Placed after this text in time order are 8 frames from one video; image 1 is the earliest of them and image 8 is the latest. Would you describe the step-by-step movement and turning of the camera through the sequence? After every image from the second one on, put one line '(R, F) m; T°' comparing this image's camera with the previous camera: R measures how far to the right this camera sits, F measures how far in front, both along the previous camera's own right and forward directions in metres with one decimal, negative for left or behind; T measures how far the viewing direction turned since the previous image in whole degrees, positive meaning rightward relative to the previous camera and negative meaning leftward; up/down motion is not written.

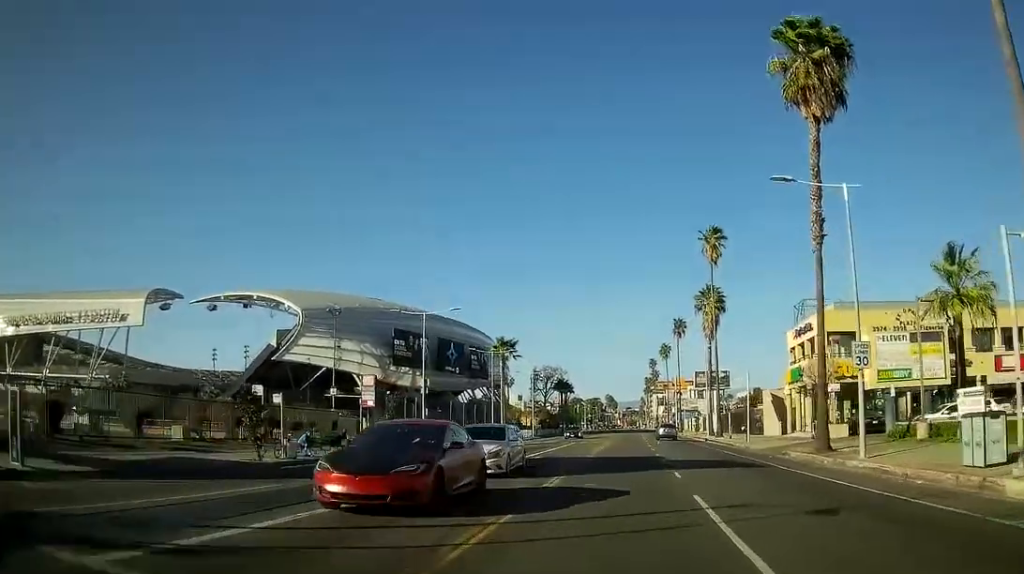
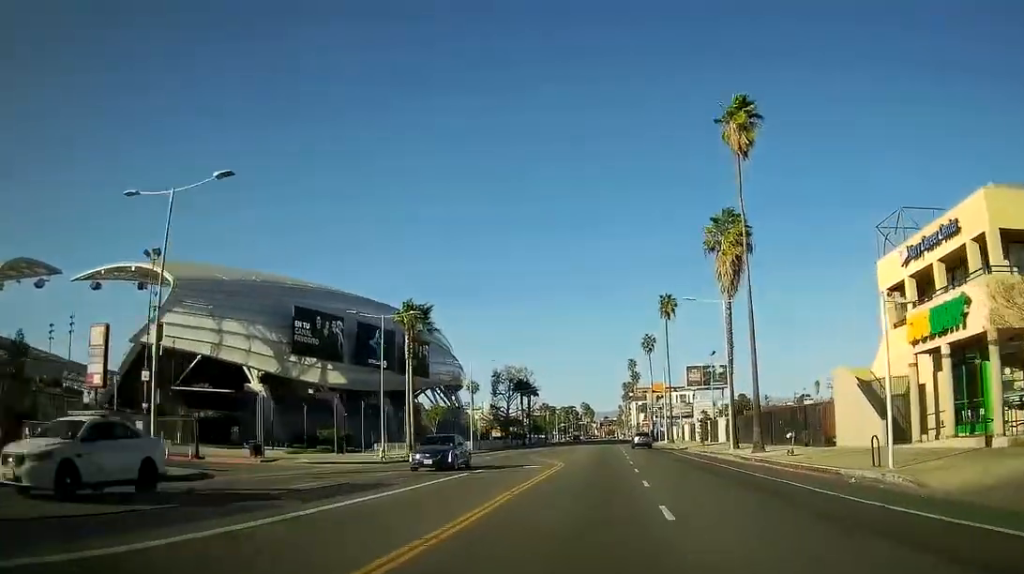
(+0.9, +30.0) m; +2°
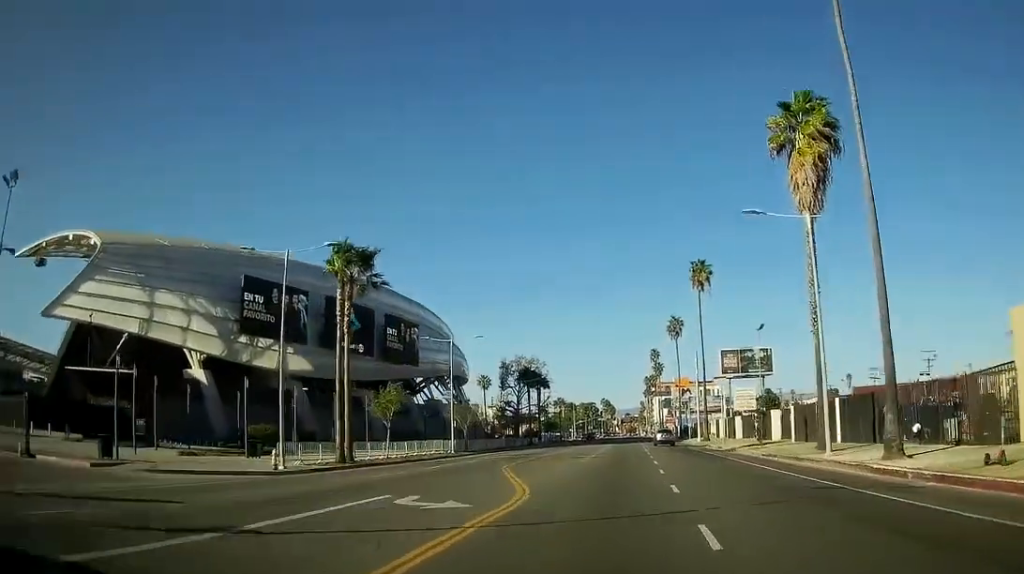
(0.0, +17.3) m; 0°
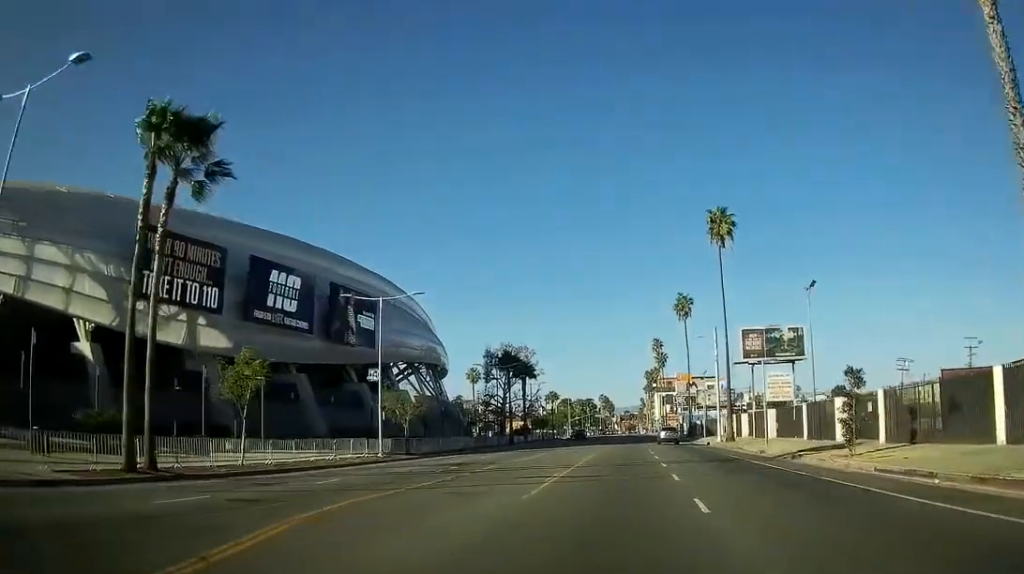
(0.0, +18.4) m; 0°
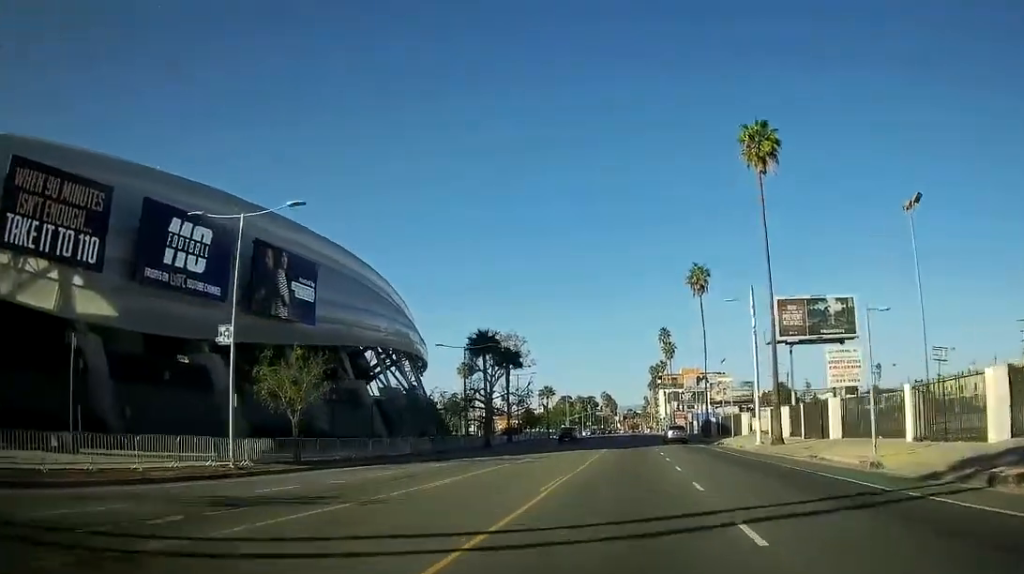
(0.0, +17.9) m; 0°
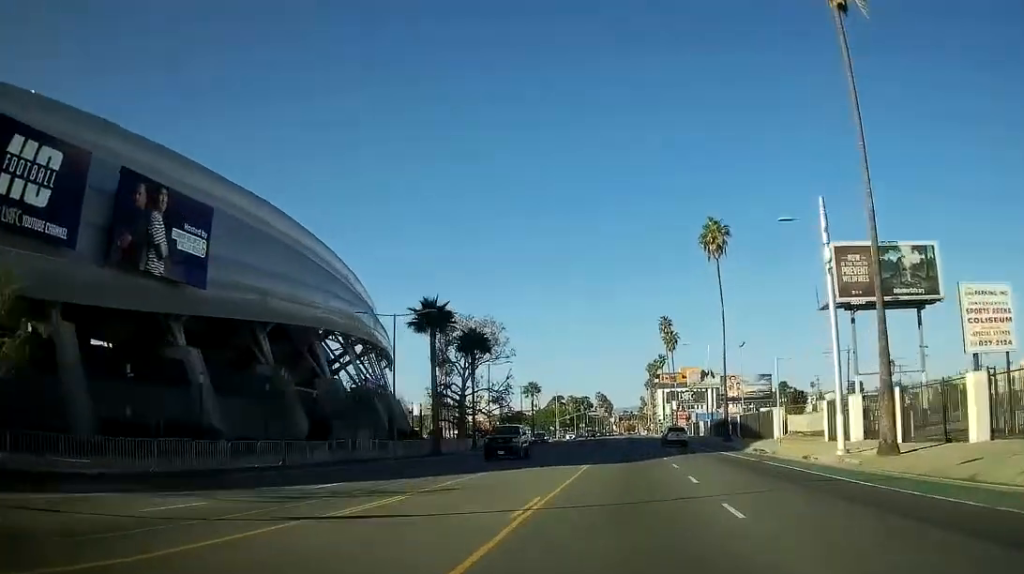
(-0.2, +19.7) m; -1°
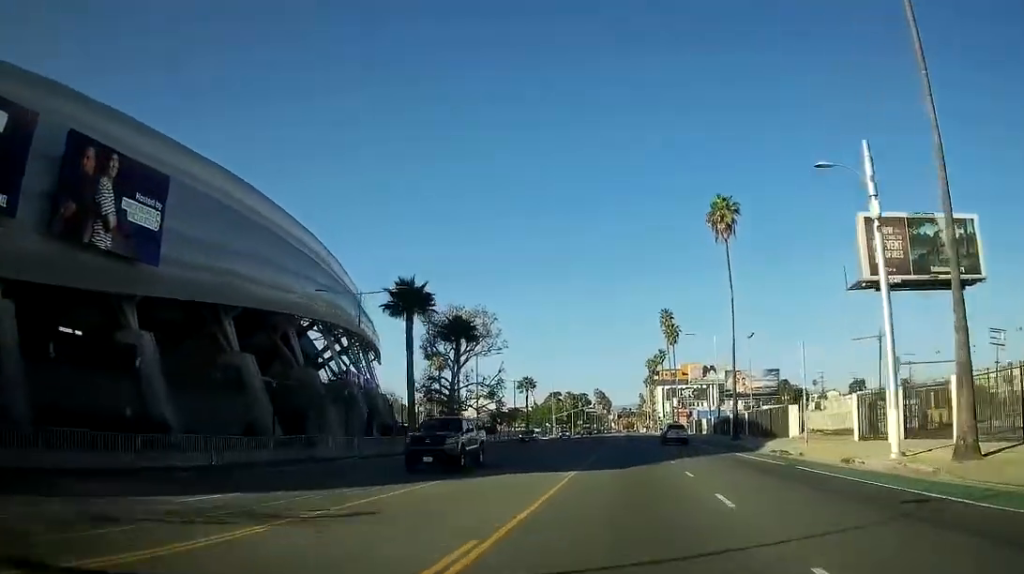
(-0.1, +6.7) m; 0°
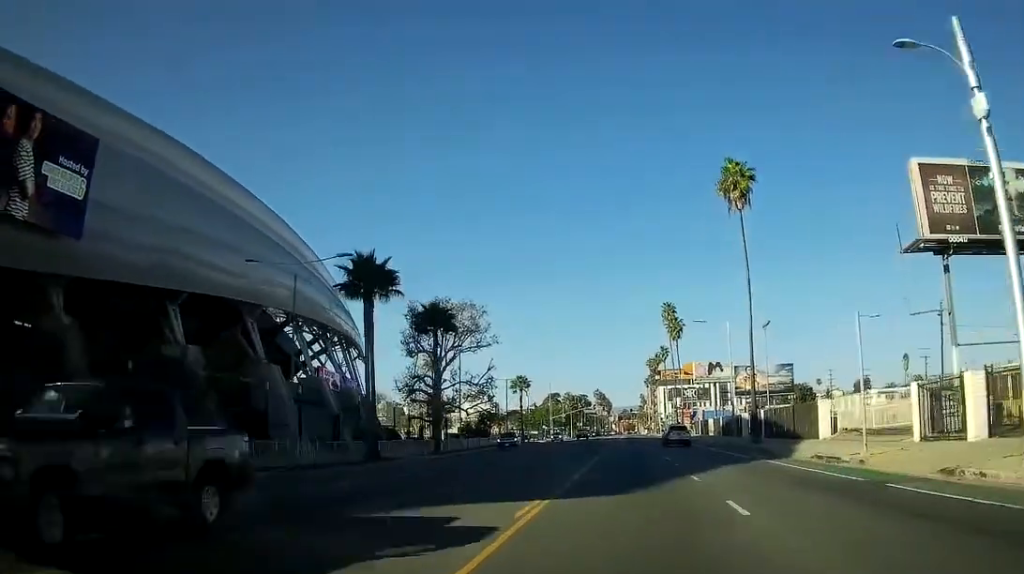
(0.0, +8.3) m; 0°
